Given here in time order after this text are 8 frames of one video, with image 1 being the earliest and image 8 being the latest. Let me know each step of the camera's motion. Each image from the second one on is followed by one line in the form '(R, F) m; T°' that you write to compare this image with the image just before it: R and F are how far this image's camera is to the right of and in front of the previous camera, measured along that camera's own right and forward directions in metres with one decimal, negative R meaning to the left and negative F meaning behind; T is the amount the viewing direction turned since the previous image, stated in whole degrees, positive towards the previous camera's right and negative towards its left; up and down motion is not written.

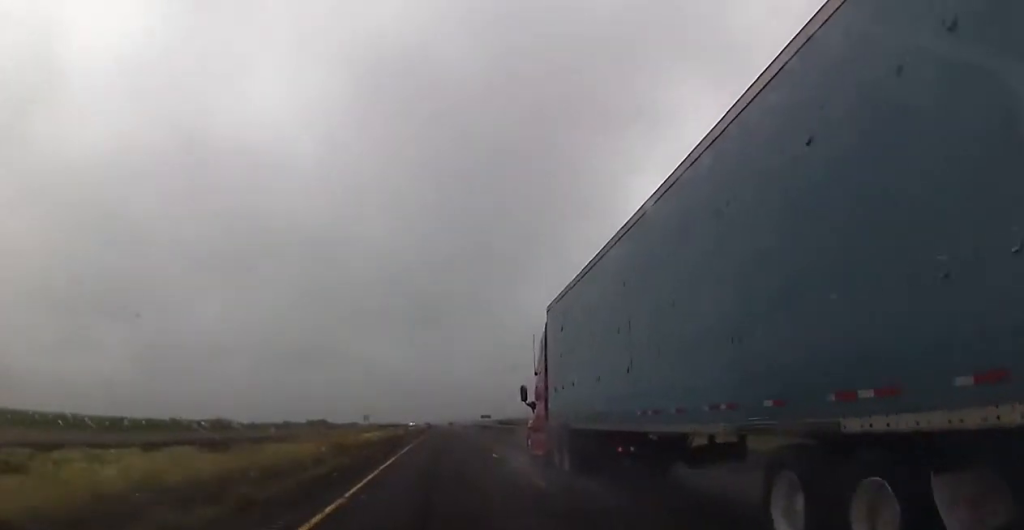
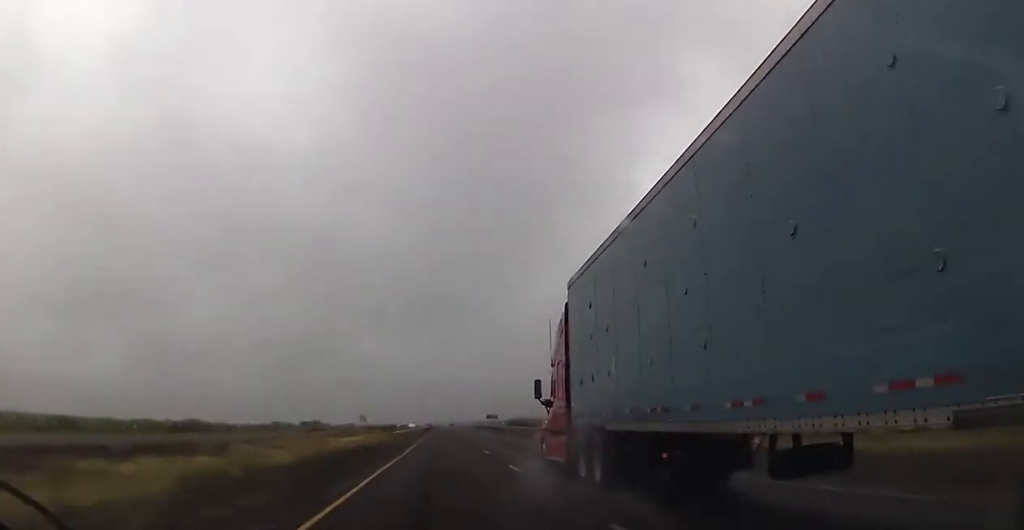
(0.0, +20.6) m; 0°
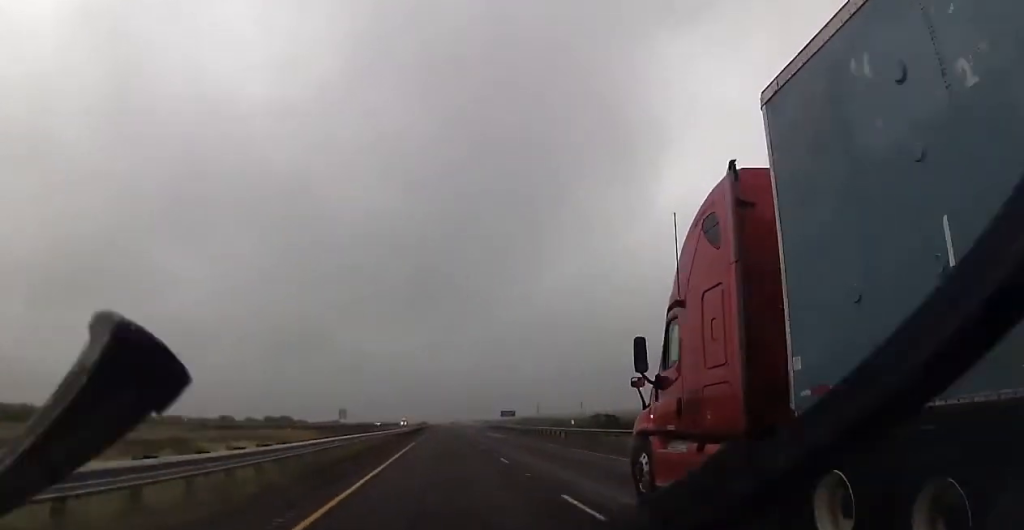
(+0.3, +58.1) m; -1°
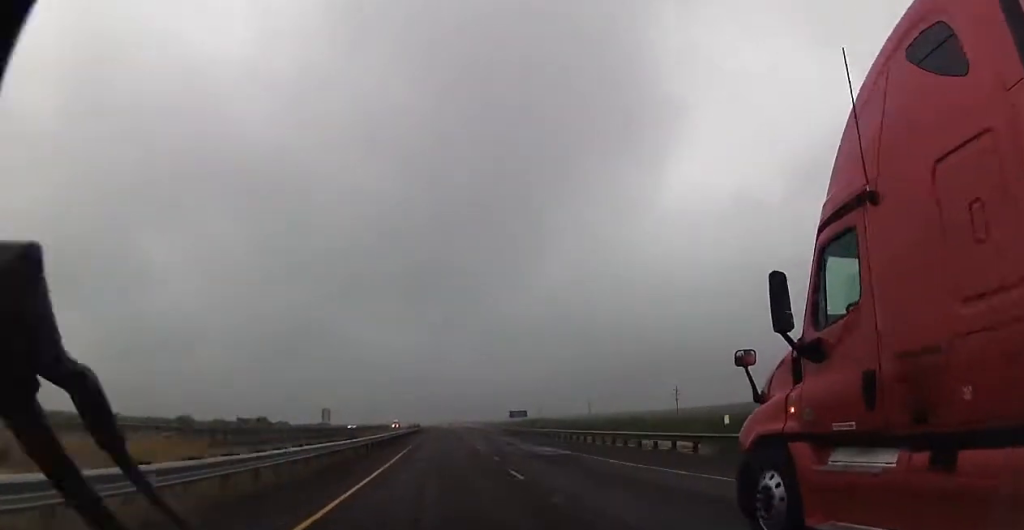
(-0.2, +29.1) m; 0°
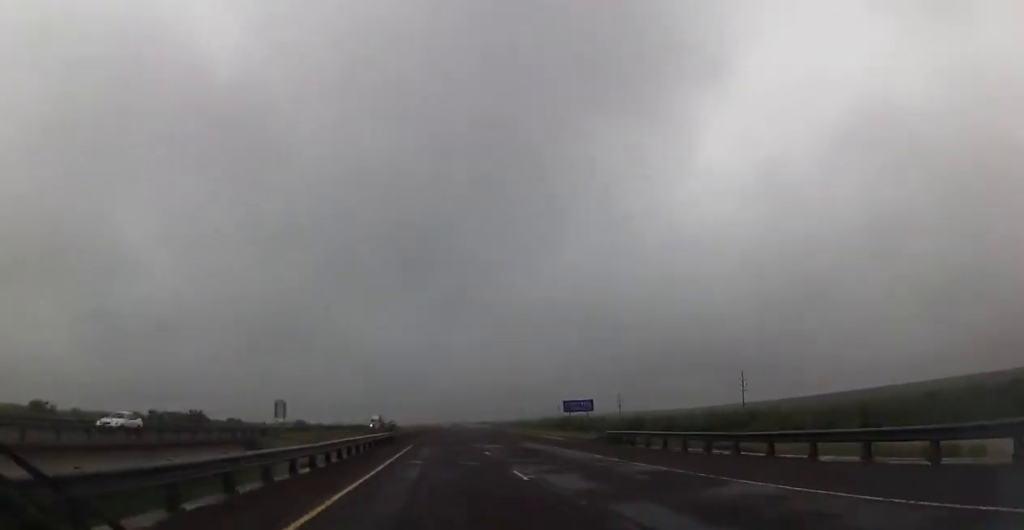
(+0.4, +62.7) m; +1°
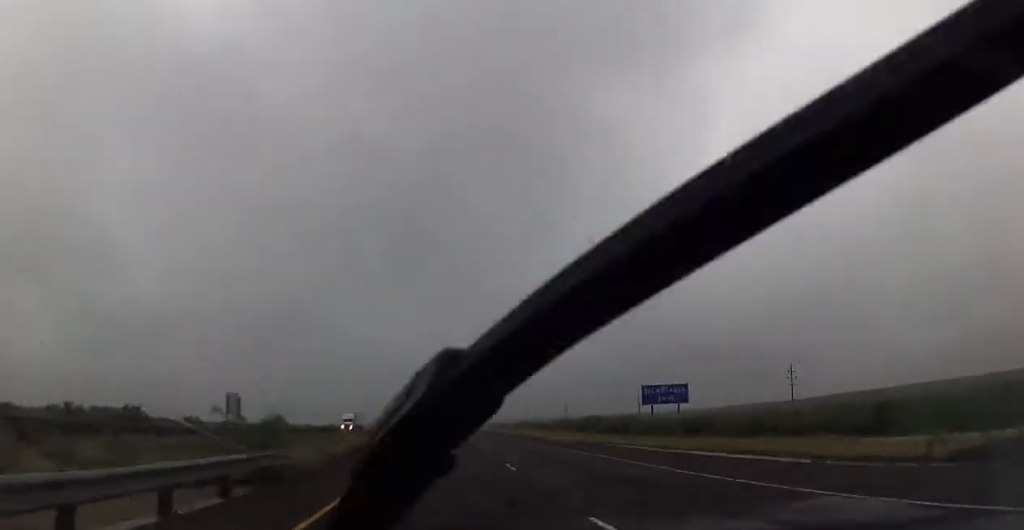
(+0.1, +33.5) m; 0°
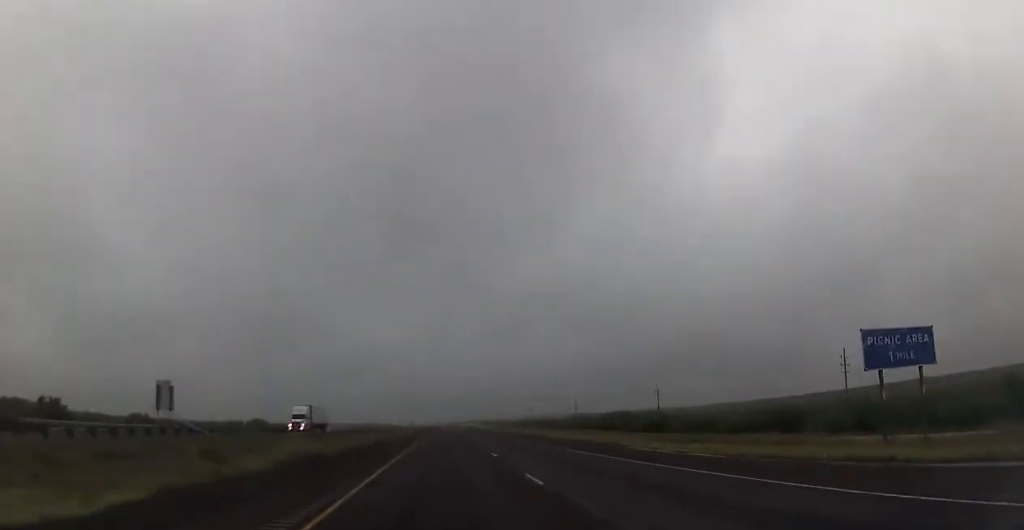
(-0.1, +28.8) m; -1°
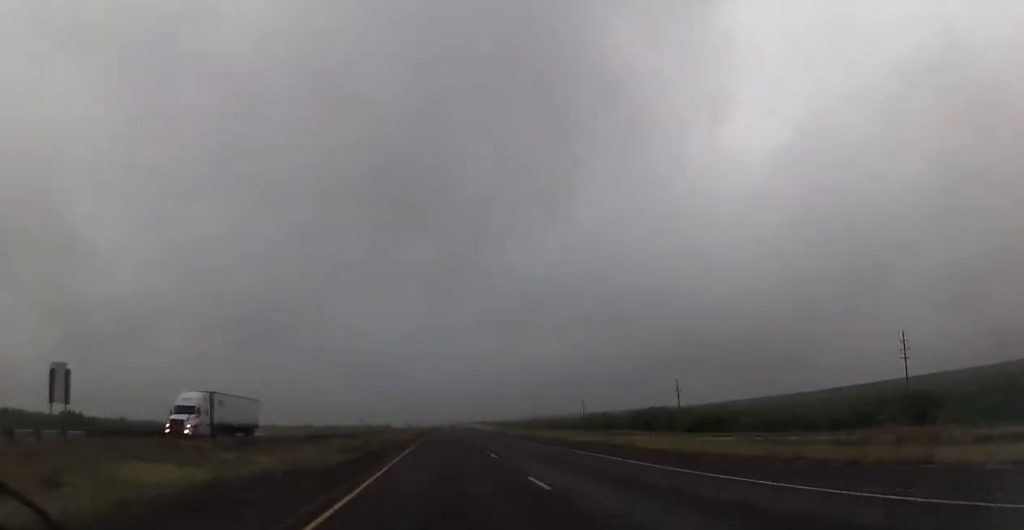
(-0.2, +25.3) m; 0°
